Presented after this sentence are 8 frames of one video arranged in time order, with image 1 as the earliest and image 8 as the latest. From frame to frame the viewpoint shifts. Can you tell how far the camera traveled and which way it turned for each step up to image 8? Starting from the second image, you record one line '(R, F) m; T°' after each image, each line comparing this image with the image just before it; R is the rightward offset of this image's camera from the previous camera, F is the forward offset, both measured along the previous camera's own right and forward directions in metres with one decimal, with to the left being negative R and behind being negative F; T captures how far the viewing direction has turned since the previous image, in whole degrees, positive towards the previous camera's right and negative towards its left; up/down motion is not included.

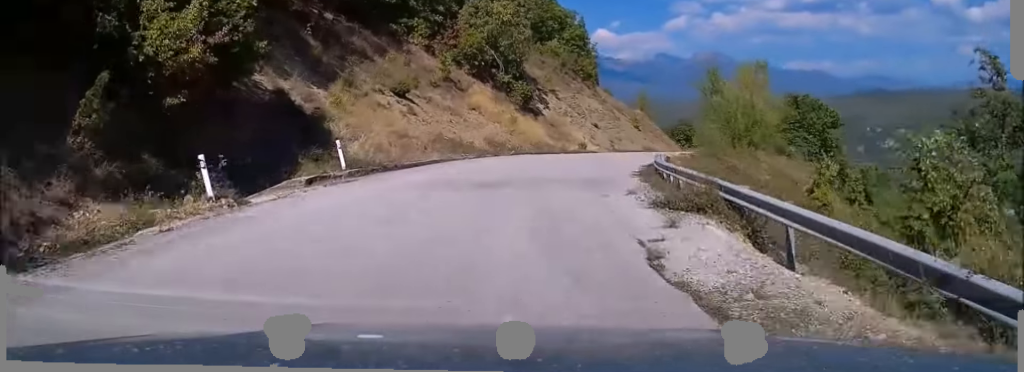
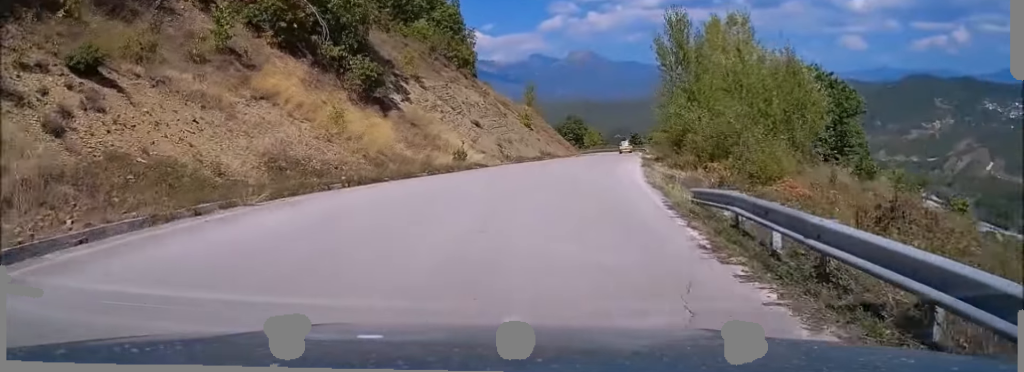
(+2.1, +23.4) m; +10°
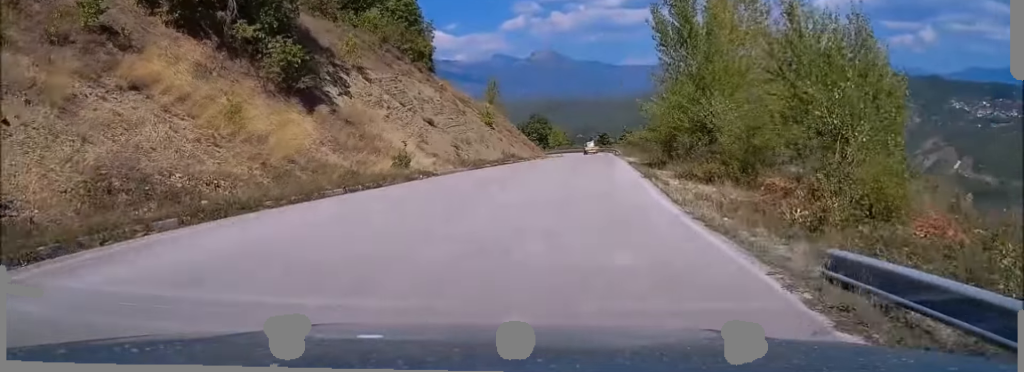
(+0.3, +7.7) m; +3°
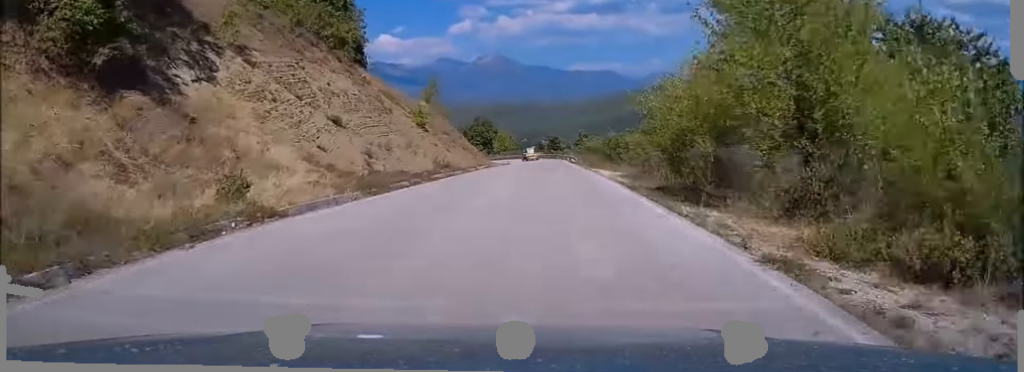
(+0.5, +12.6) m; +3°
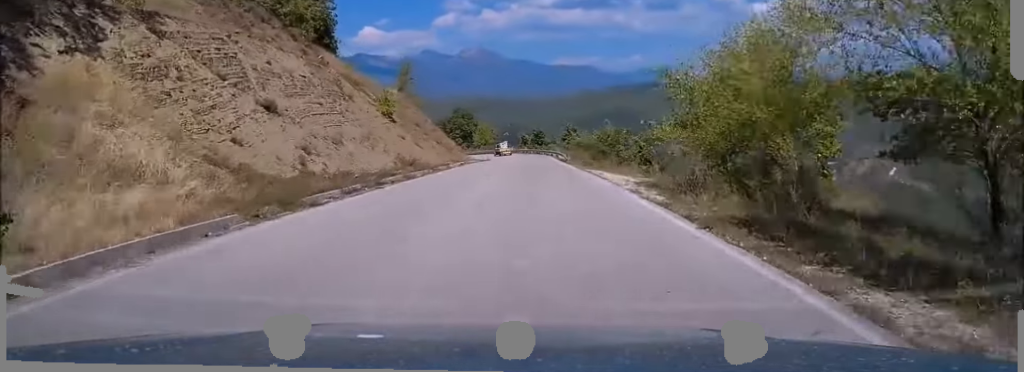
(+0.1, +8.3) m; +2°
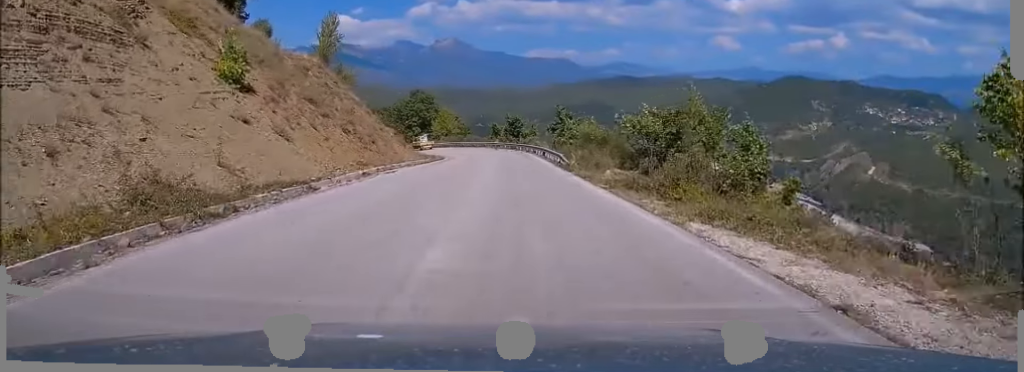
(+0.6, +26.8) m; +2°
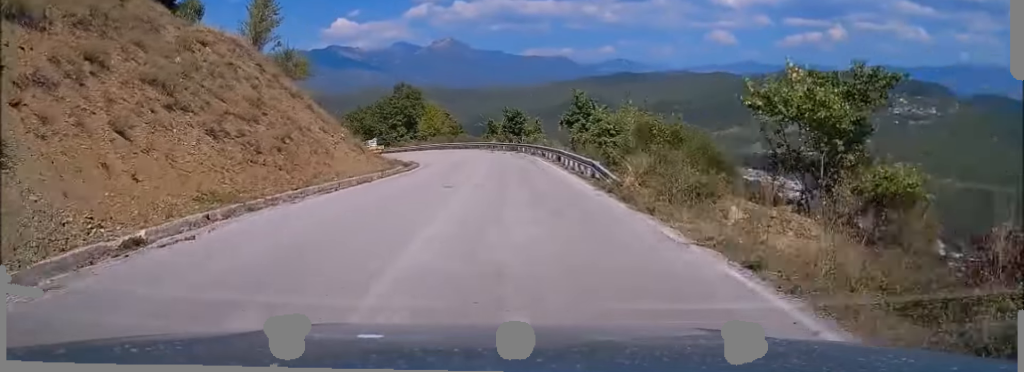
(+0.1, +16.6) m; 0°
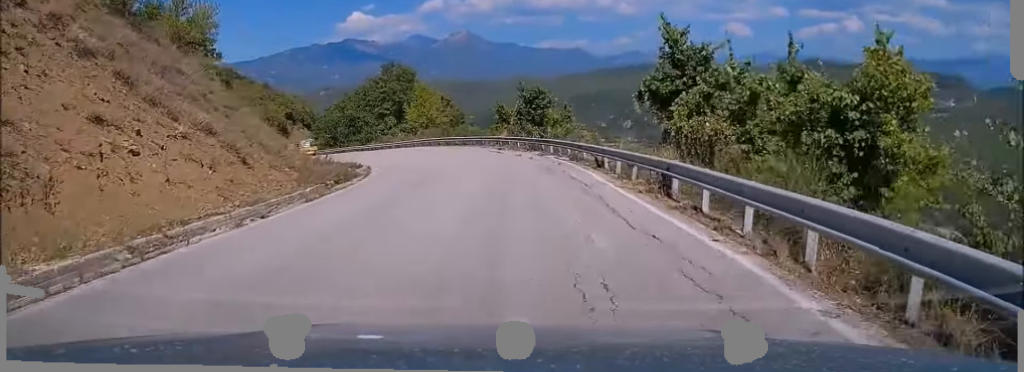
(-0.1, +23.0) m; -2°
